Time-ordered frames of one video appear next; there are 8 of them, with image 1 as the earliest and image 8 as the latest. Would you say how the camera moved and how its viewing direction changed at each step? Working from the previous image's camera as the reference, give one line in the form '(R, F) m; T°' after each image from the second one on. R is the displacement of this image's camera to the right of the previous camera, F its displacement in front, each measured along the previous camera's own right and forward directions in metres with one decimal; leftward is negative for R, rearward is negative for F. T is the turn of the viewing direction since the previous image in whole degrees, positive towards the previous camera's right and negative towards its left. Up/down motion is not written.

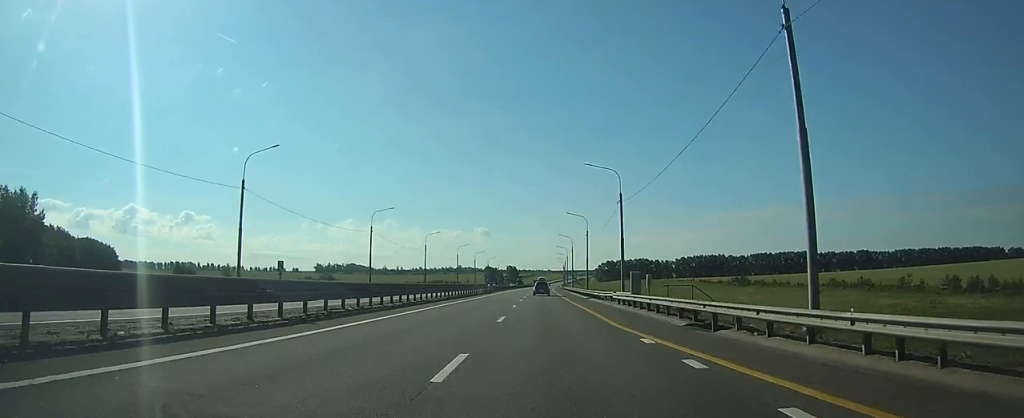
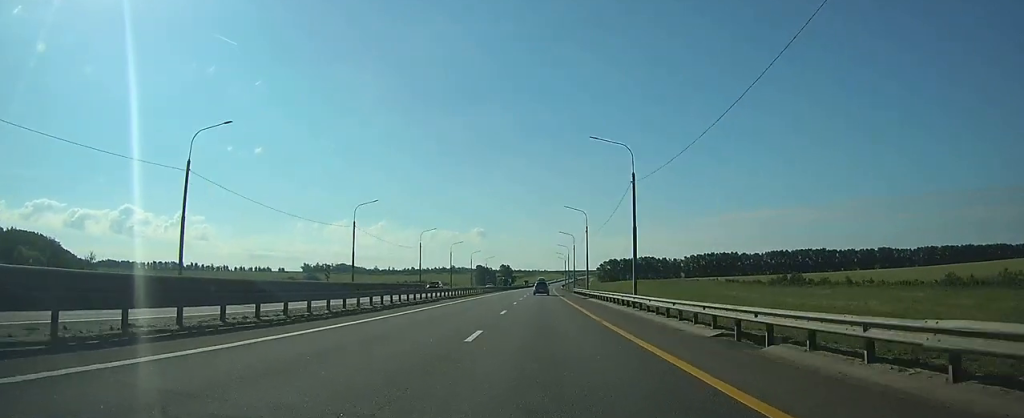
(+0.2, +43.7) m; 0°
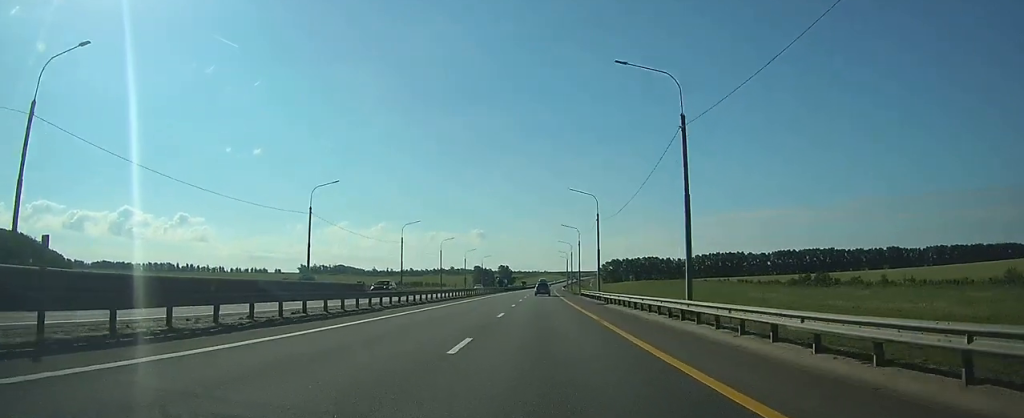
(0.0, +14.5) m; 0°
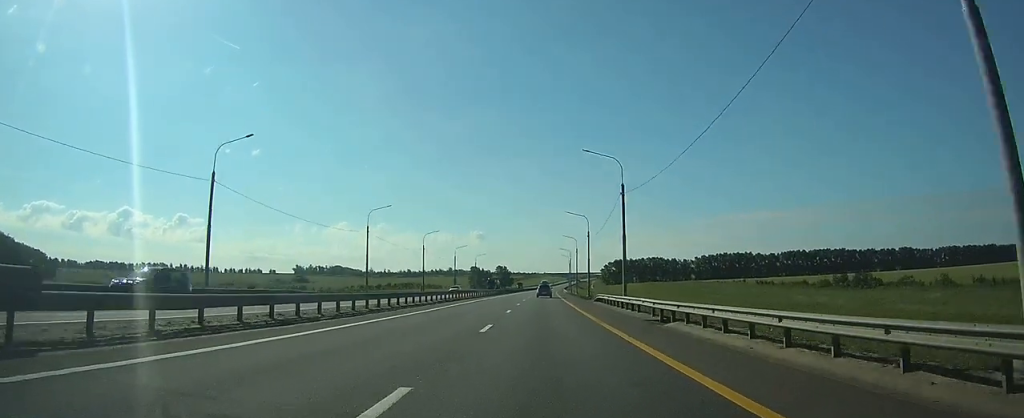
(0.0, +18.8) m; 0°
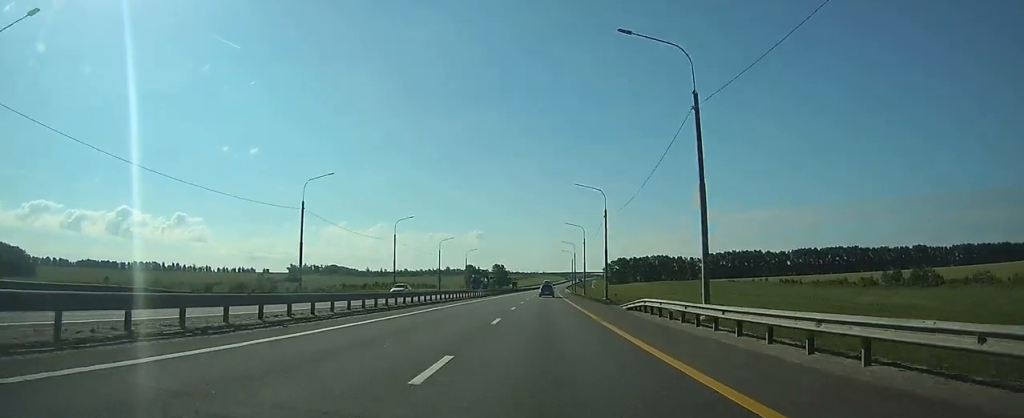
(0.0, +21.0) m; 0°
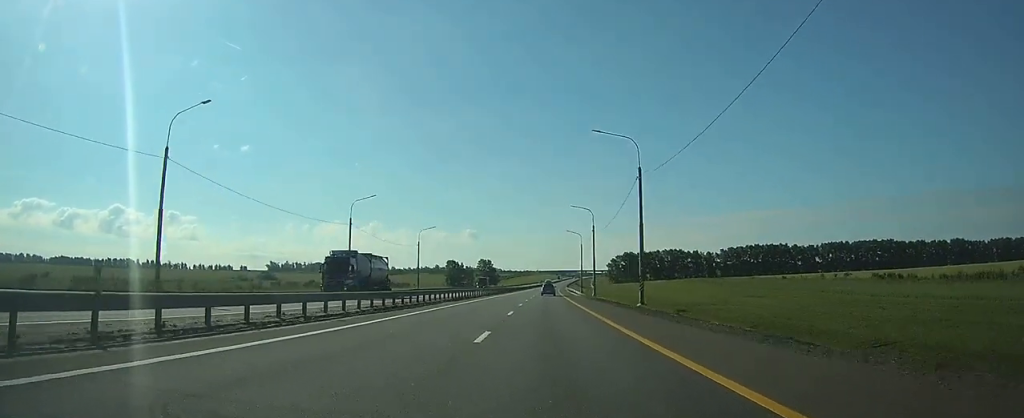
(-0.1, +55.1) m; 0°
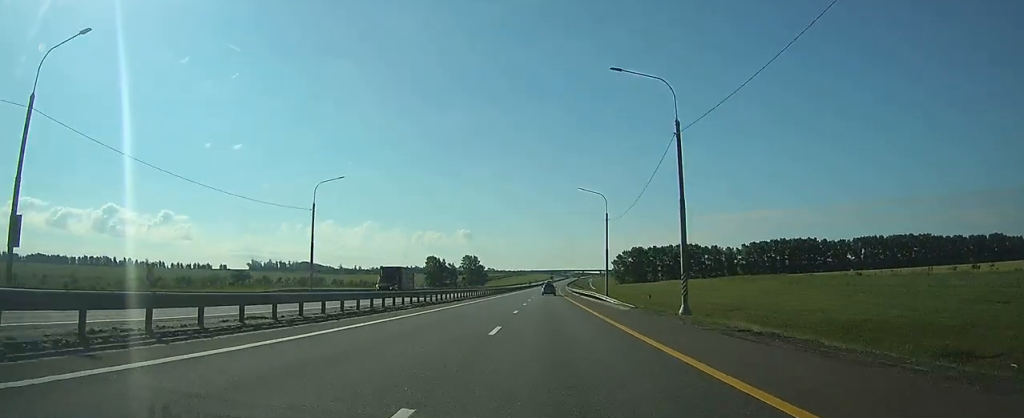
(+0.5, +46.2) m; +1°
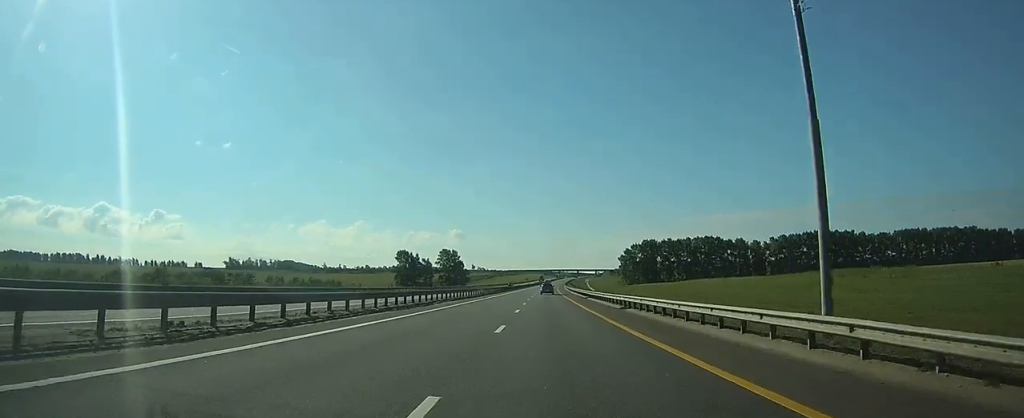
(+0.4, +47.6) m; +1°
